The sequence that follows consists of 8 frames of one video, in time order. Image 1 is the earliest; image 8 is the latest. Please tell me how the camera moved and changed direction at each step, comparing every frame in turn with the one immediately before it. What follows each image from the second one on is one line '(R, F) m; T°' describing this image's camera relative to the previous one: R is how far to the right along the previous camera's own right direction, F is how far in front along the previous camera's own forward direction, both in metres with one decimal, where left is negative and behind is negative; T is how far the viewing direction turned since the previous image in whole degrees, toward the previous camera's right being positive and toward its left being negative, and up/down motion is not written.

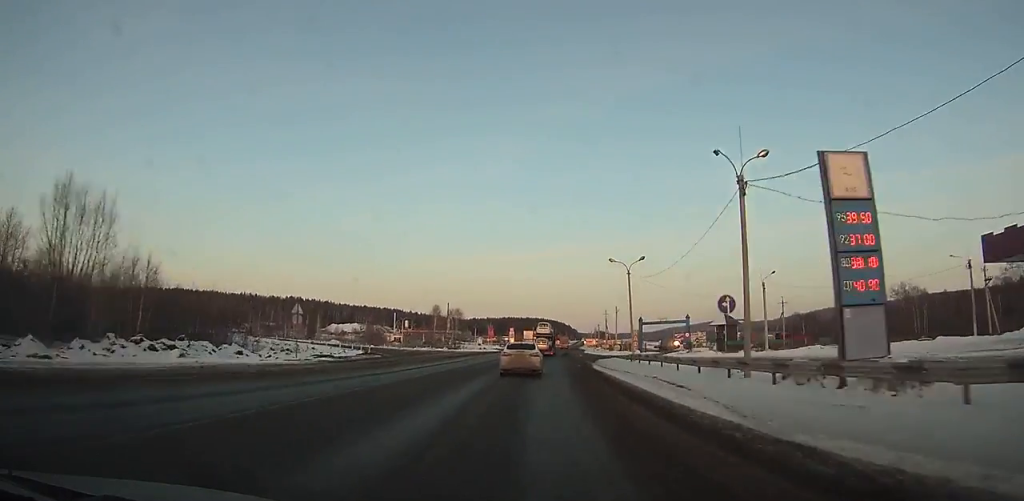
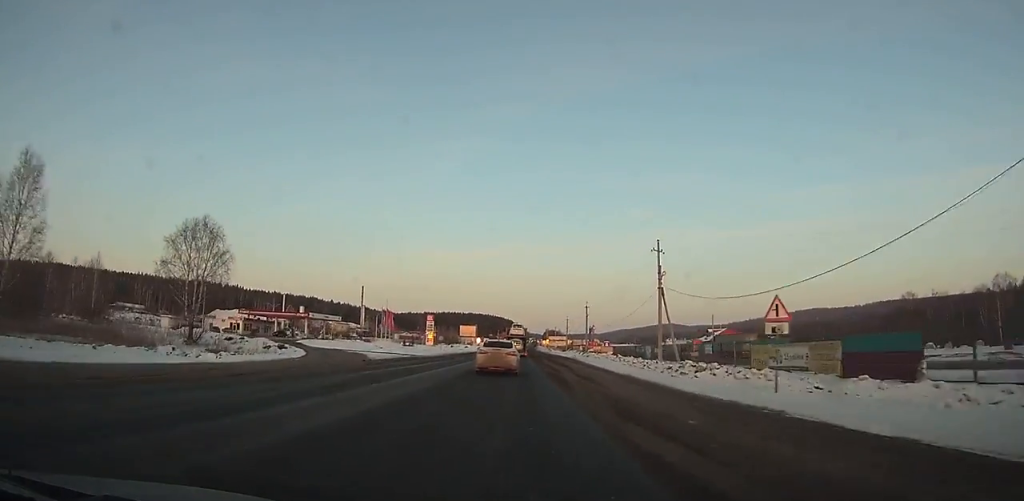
(+7.1, +105.1) m; +5°
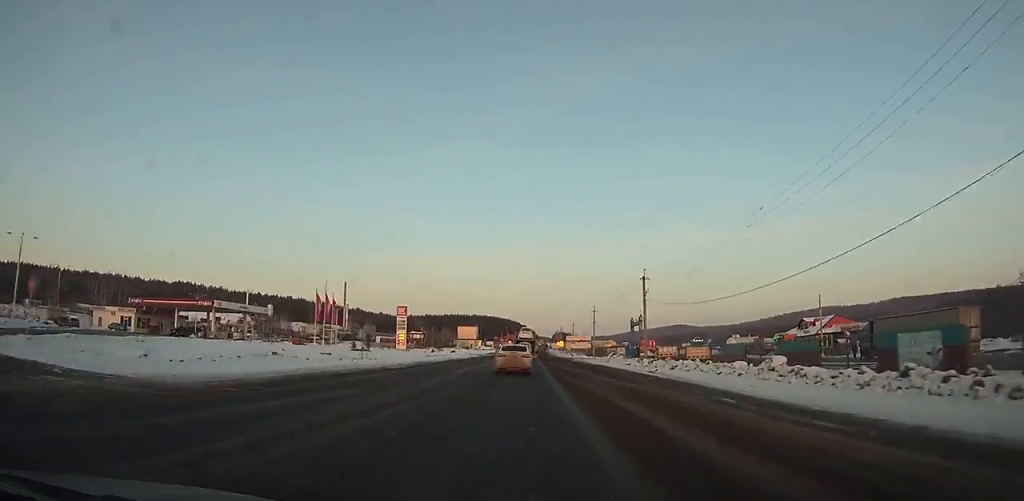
(-0.2, +48.4) m; 0°
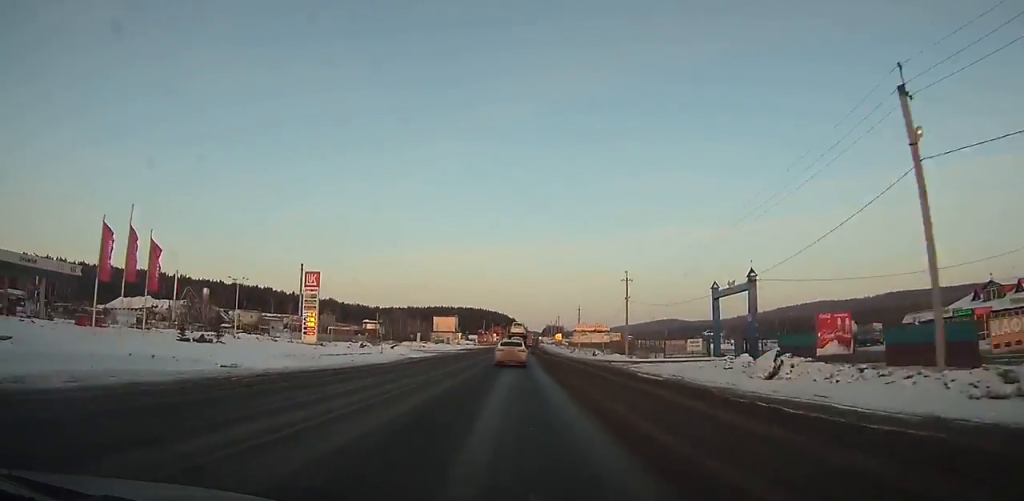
(0.0, +48.8) m; 0°
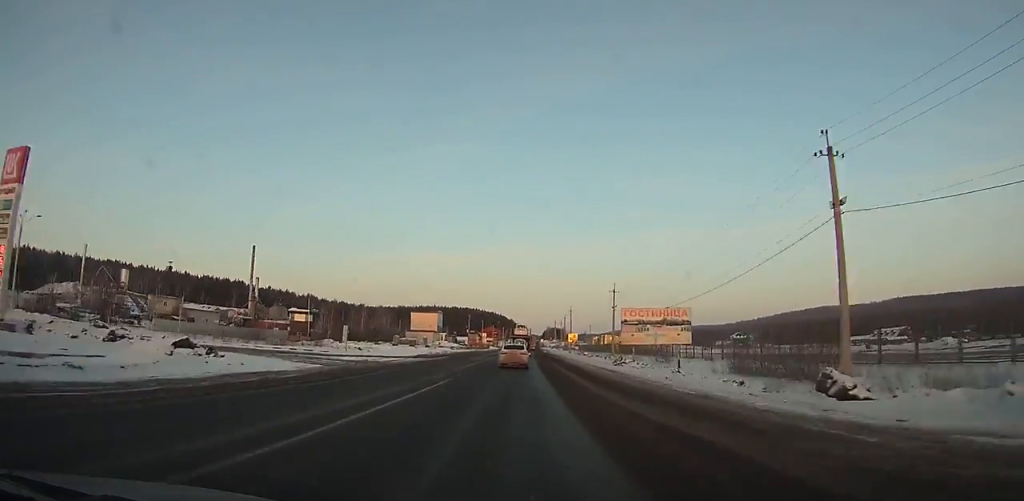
(0.0, +49.4) m; 0°
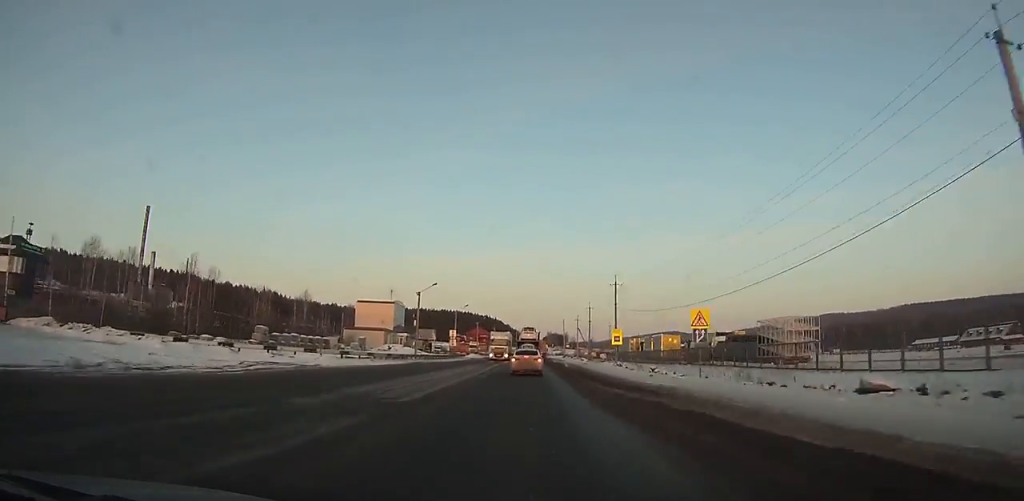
(+0.4, +64.3) m; +1°
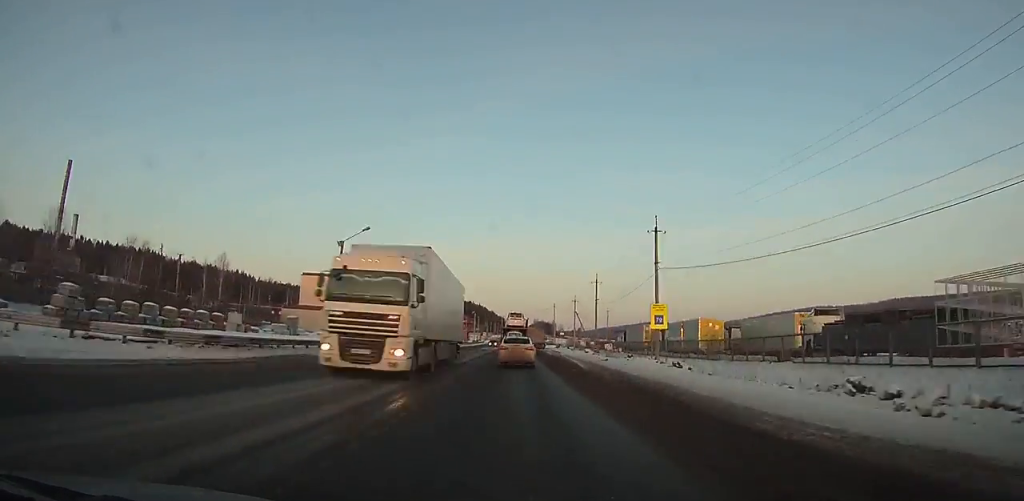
(+0.1, +25.6) m; 0°
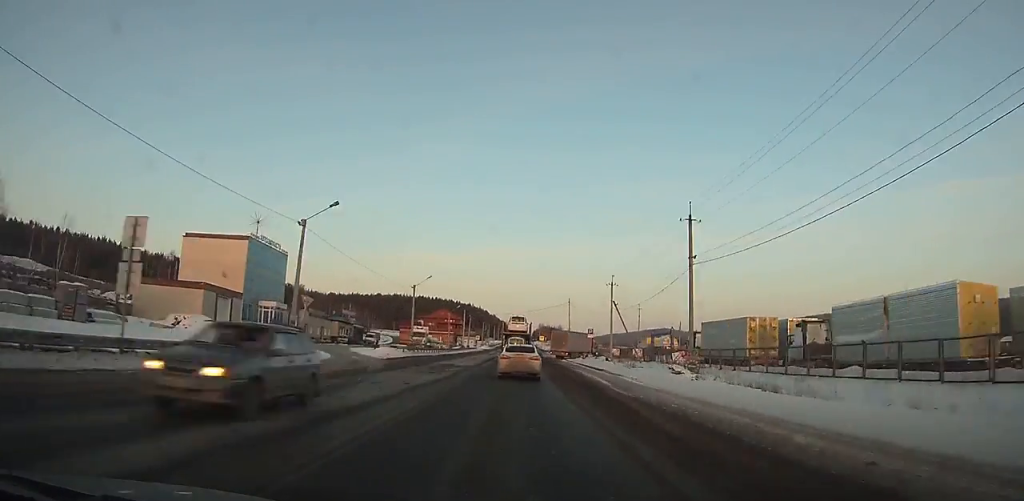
(+0.2, +44.9) m; 0°
